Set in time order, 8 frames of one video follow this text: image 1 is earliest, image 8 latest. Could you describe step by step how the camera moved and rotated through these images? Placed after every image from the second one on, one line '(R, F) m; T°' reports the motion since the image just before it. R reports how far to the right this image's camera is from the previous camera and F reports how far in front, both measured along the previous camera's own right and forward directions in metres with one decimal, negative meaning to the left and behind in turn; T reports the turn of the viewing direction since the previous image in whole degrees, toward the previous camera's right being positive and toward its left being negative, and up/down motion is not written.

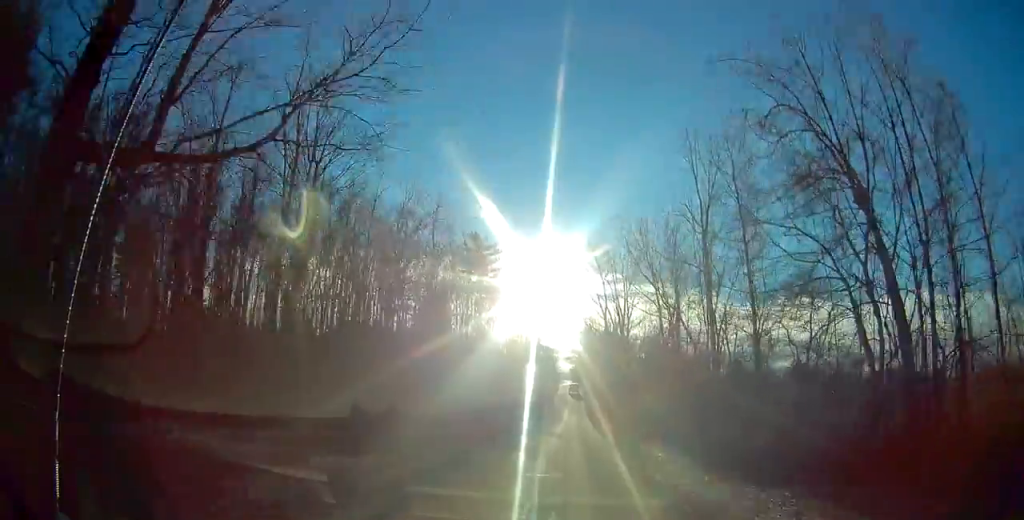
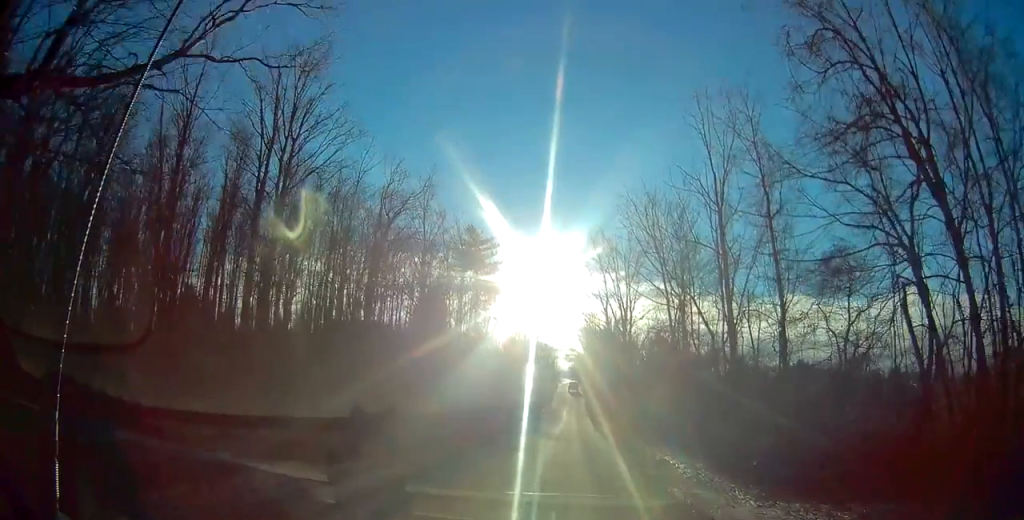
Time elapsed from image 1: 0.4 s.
(0.0, +2.9) m; 0°
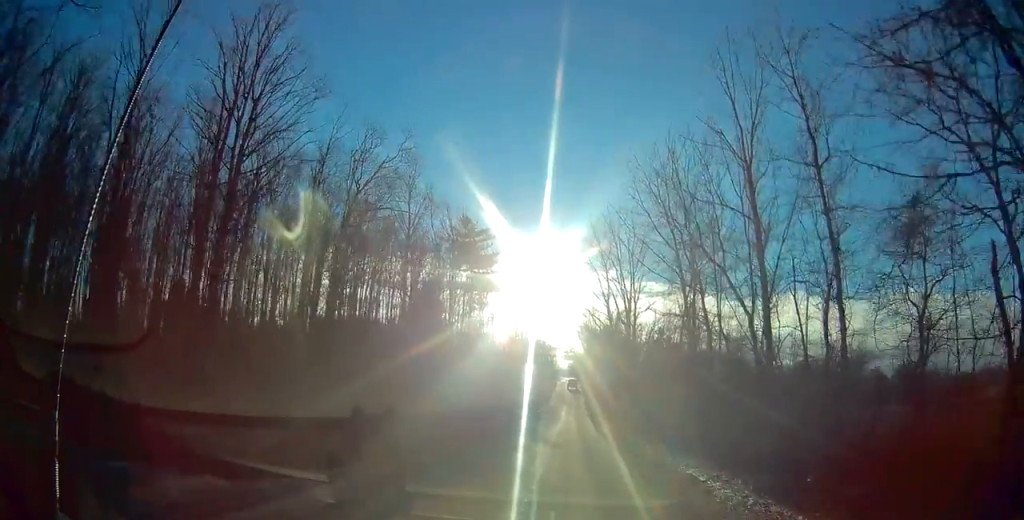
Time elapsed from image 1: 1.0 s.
(0.0, +4.2) m; 0°
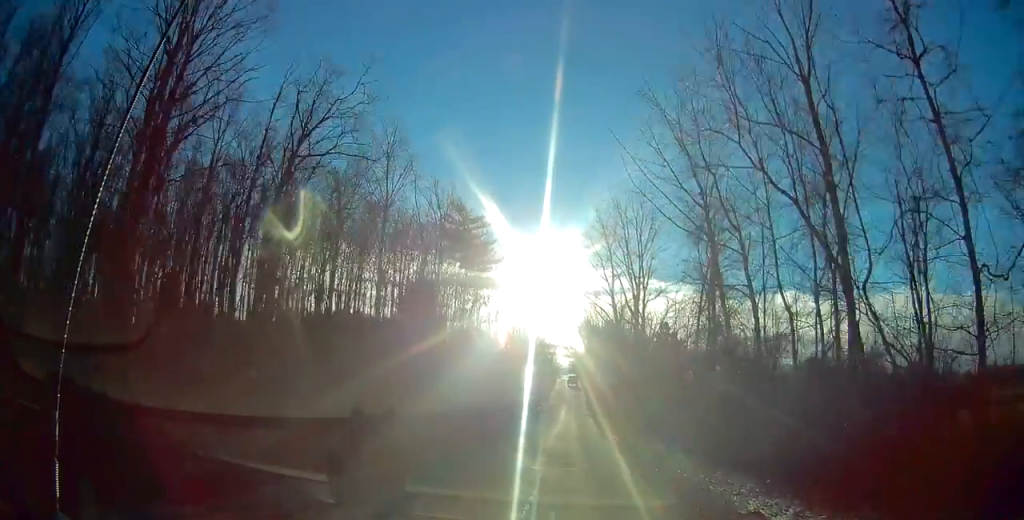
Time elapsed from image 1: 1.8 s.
(0.0, +5.4) m; 0°
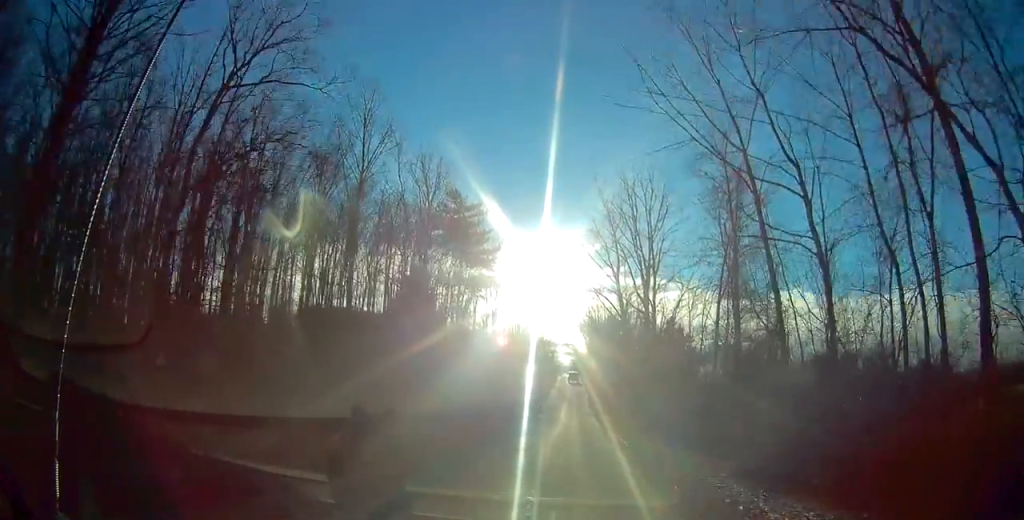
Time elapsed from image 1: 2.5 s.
(0.0, +4.7) m; 0°
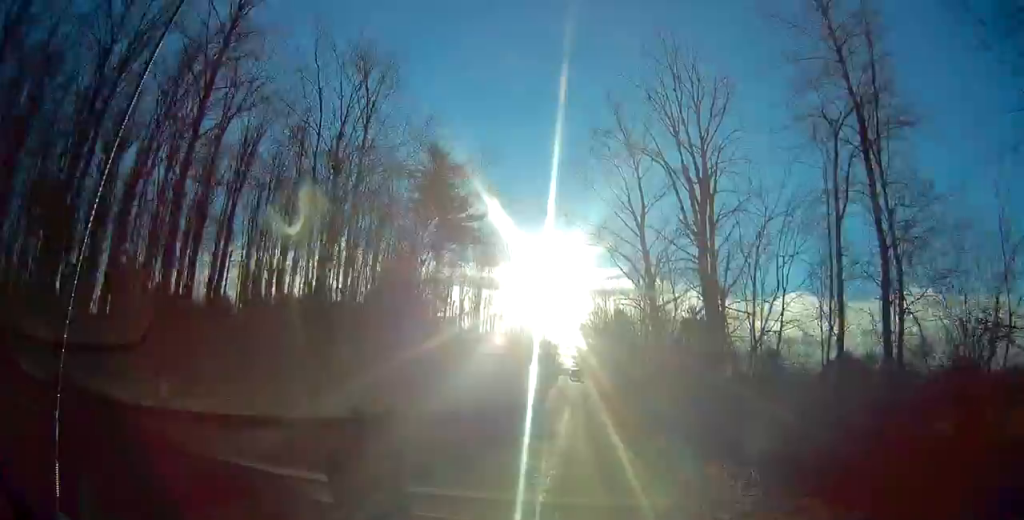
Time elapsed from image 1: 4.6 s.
(+0.5, +15.5) m; -1°
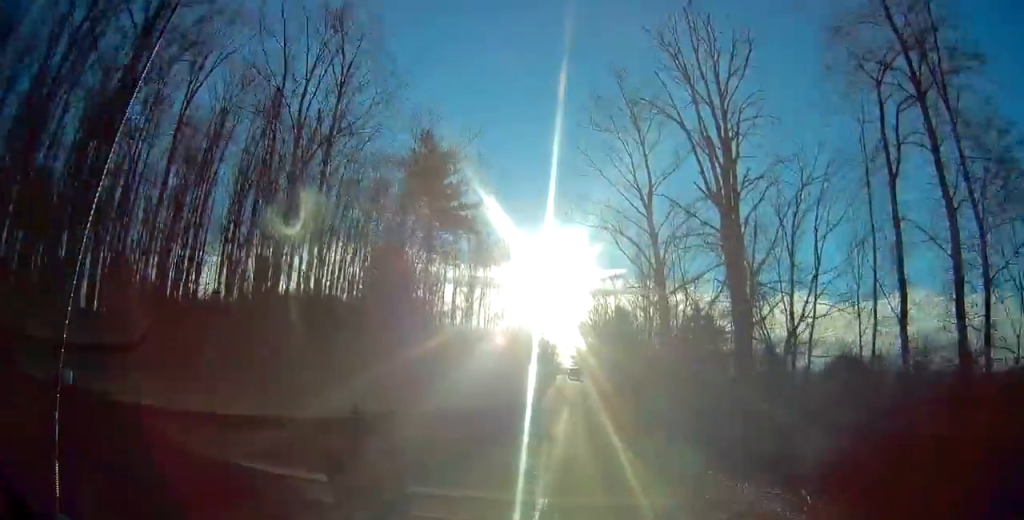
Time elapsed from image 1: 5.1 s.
(-0.3, +3.9) m; -1°
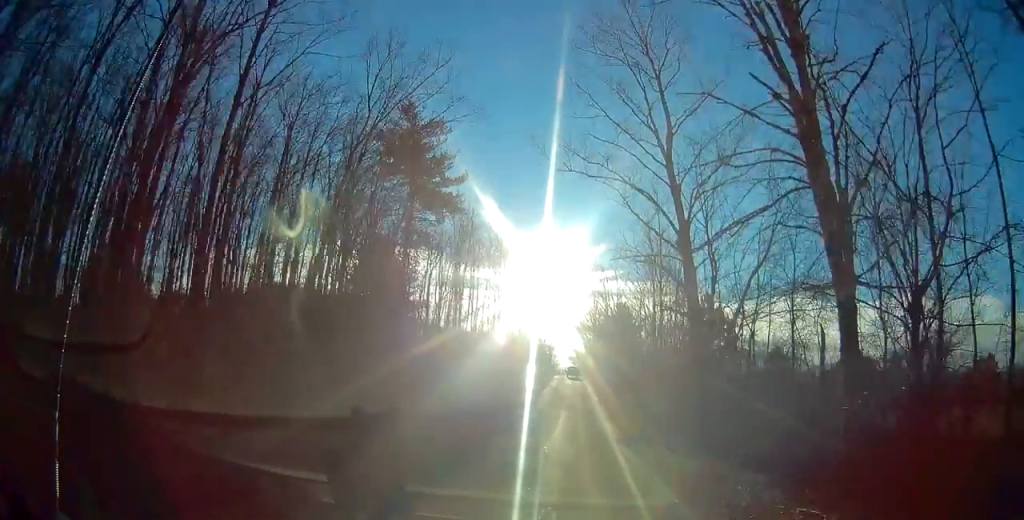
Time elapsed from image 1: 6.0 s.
(0.0, +7.6) m; +1°
